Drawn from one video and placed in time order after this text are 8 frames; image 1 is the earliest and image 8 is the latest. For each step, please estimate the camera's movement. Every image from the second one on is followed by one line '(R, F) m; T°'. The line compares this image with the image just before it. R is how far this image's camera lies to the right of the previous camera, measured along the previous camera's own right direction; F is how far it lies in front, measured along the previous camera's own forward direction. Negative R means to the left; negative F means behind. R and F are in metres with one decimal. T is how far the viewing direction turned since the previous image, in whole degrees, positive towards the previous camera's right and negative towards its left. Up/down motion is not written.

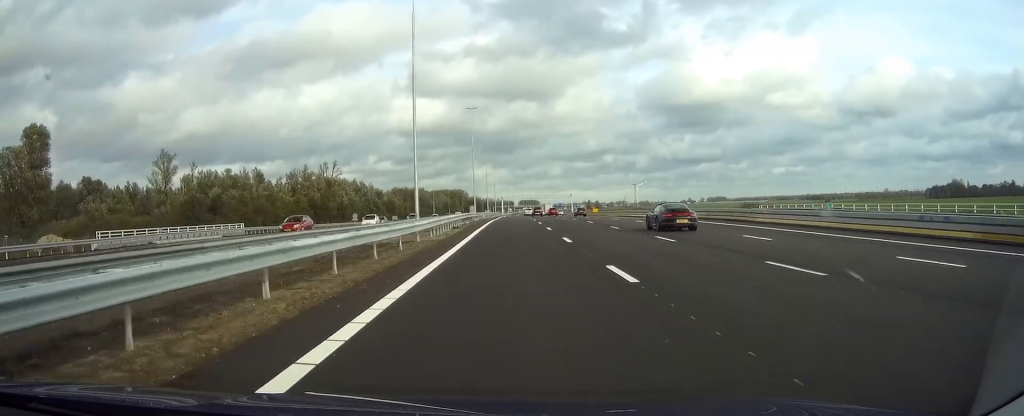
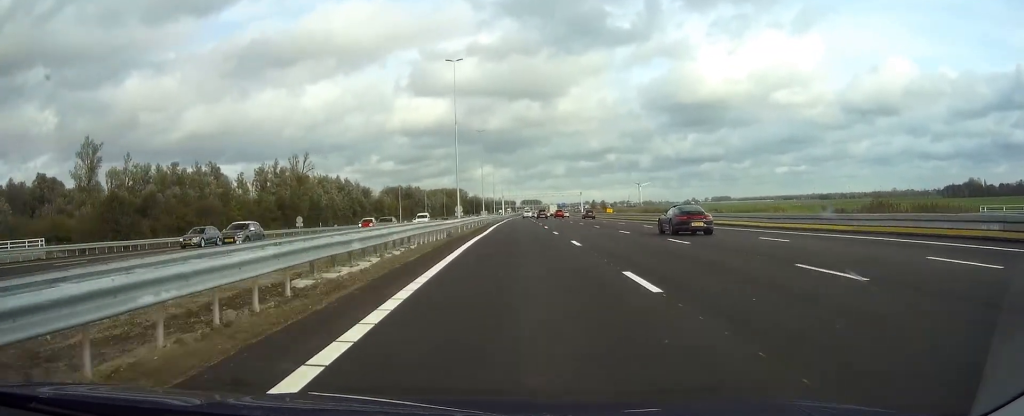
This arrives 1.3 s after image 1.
(0.0, +37.3) m; 0°
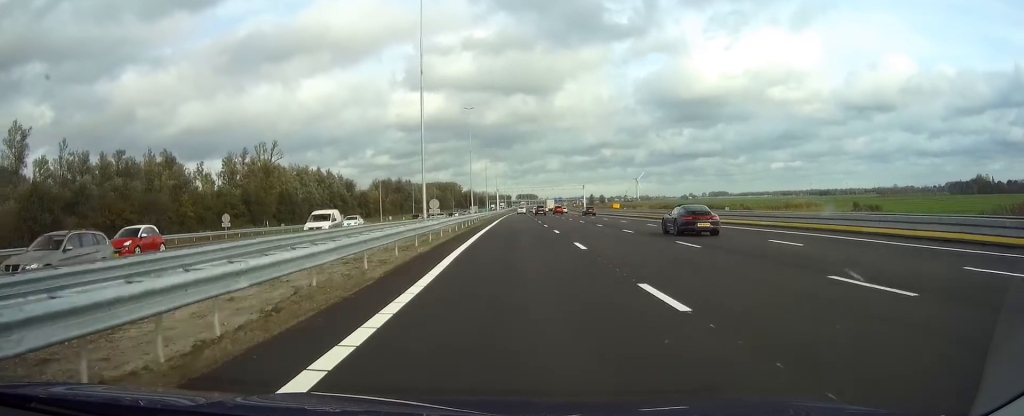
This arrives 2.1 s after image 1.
(0.0, +25.5) m; 0°
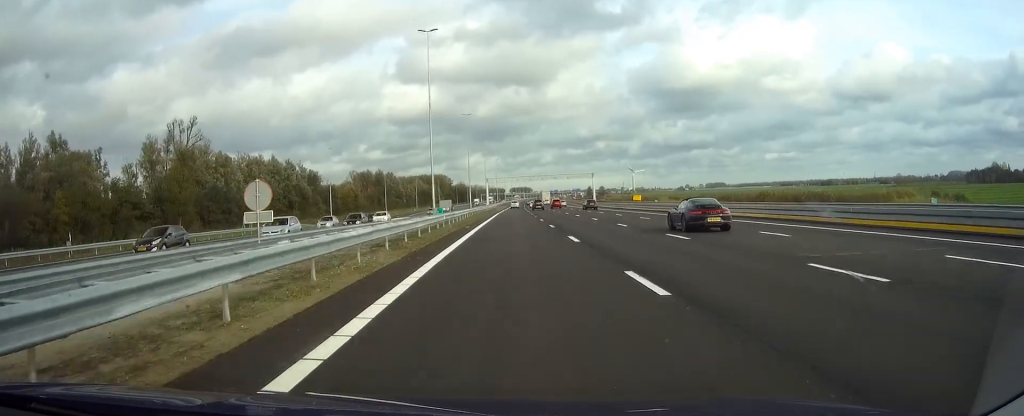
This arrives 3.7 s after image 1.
(-0.2, +47.2) m; 0°
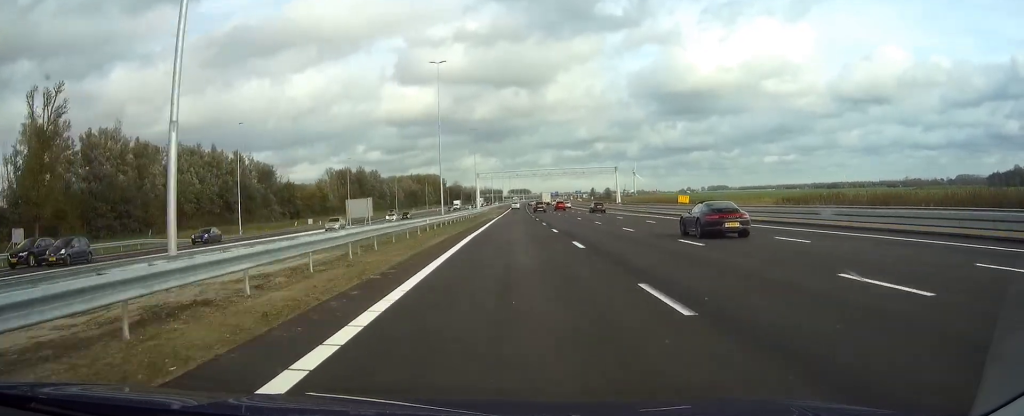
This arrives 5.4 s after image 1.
(+0.3, +49.1) m; 0°
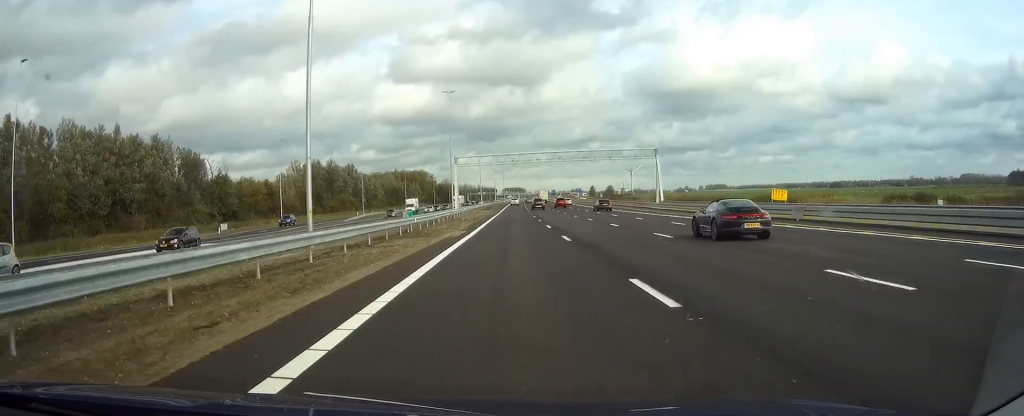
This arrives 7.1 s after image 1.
(+0.1, +49.0) m; 0°
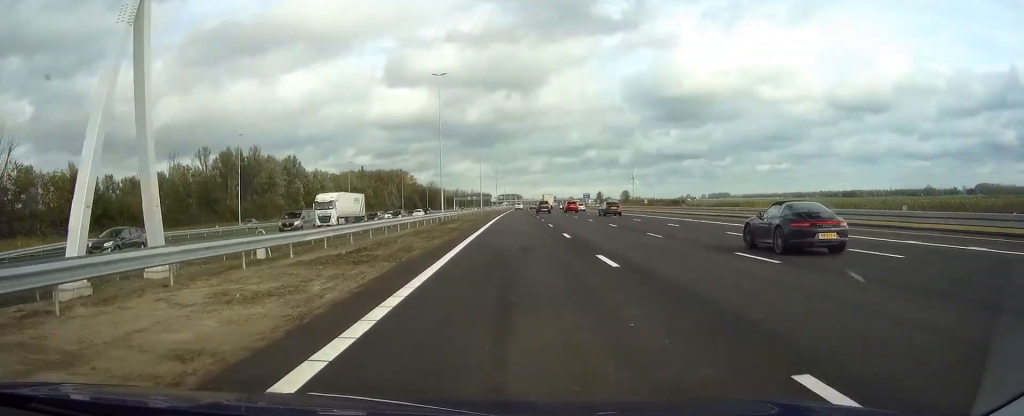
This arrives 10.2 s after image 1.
(+0.4, +92.0) m; +1°
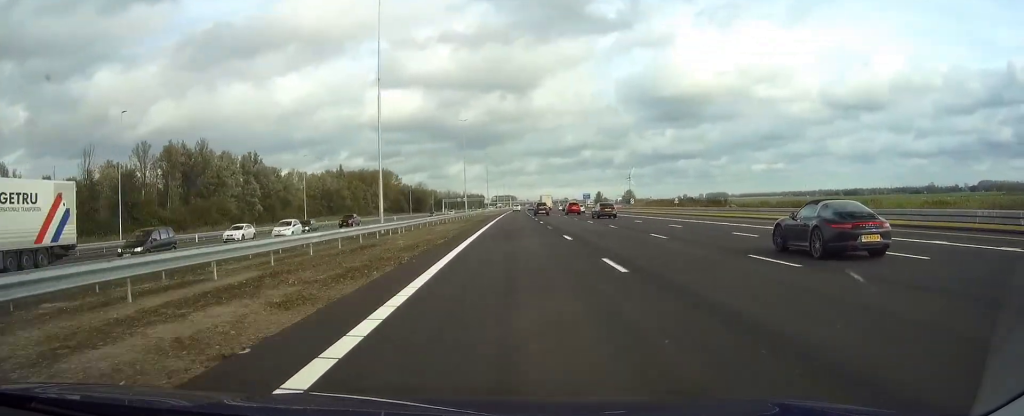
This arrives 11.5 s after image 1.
(0.0, +37.1) m; 0°
